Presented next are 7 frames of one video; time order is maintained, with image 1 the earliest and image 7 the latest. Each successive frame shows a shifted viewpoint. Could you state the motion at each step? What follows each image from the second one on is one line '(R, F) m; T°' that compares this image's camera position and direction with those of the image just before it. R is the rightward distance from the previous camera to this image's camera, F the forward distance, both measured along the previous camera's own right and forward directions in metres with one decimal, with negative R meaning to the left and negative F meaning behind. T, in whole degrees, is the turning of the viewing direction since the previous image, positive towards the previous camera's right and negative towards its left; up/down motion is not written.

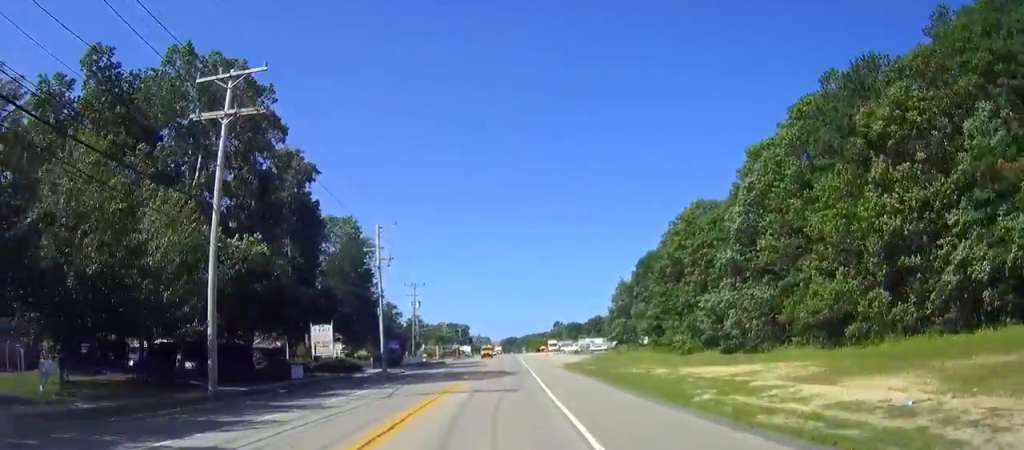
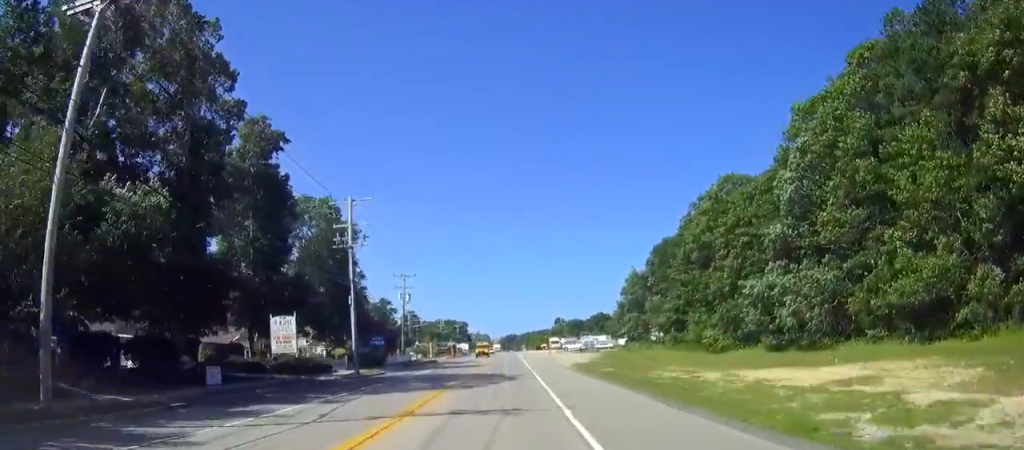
(0.0, +9.3) m; 0°
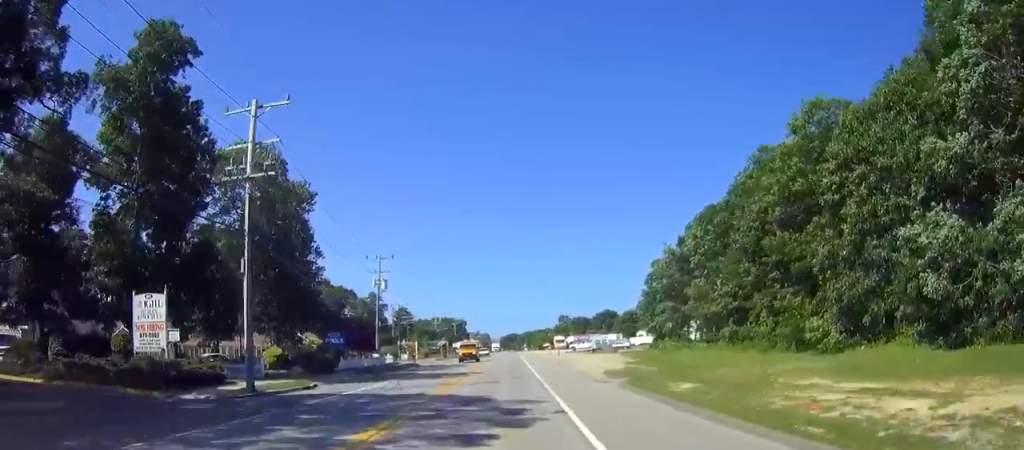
(0.0, +18.1) m; 0°
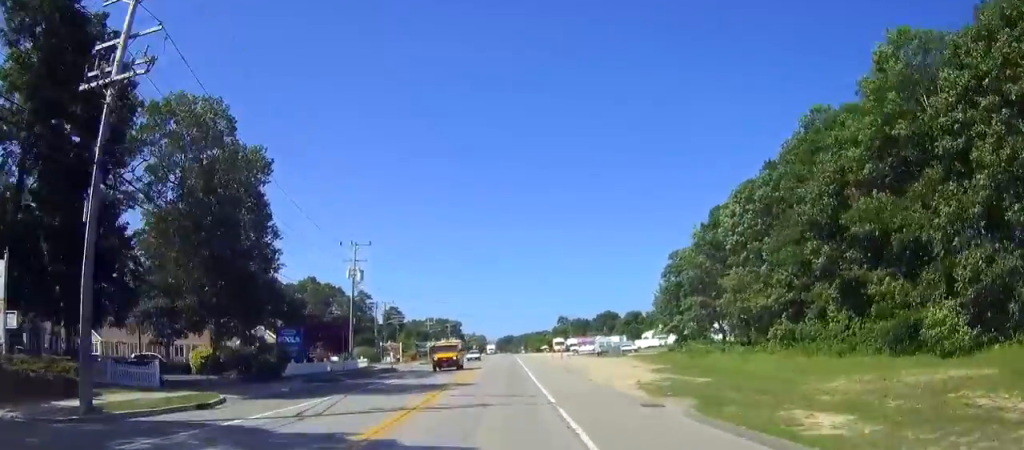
(0.0, +10.9) m; 0°
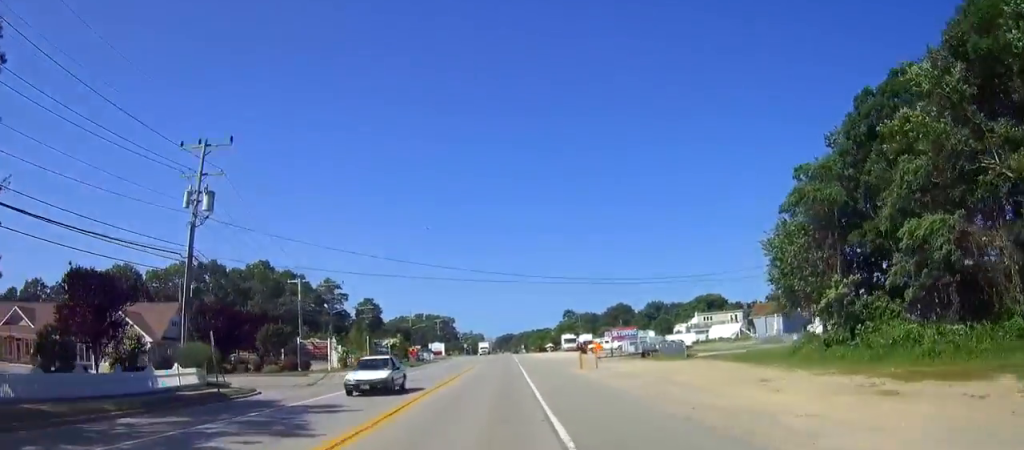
(-0.1, +33.7) m; 0°
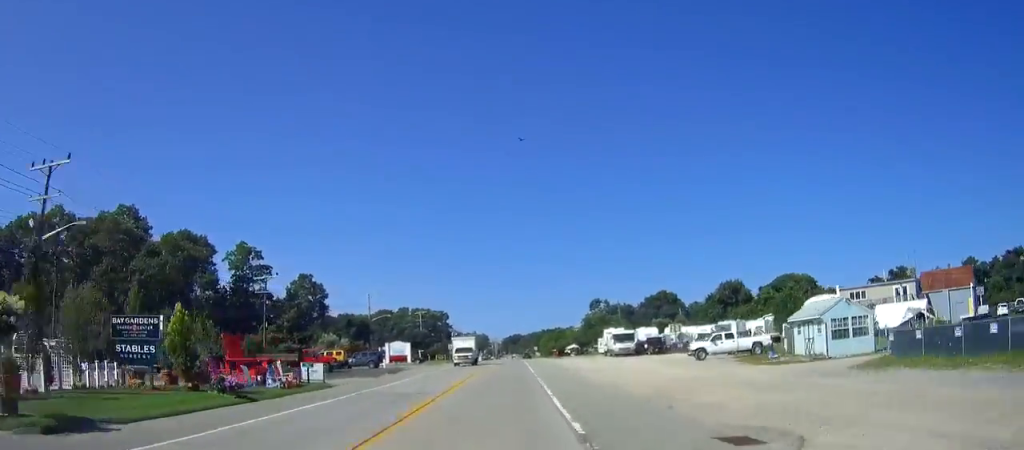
(+0.2, +57.9) m; 0°
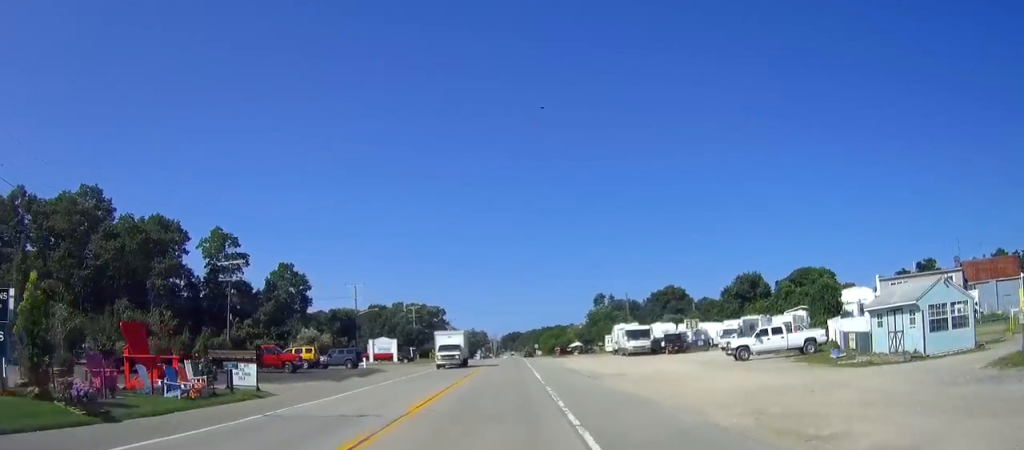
(0.0, +9.8) m; 0°
